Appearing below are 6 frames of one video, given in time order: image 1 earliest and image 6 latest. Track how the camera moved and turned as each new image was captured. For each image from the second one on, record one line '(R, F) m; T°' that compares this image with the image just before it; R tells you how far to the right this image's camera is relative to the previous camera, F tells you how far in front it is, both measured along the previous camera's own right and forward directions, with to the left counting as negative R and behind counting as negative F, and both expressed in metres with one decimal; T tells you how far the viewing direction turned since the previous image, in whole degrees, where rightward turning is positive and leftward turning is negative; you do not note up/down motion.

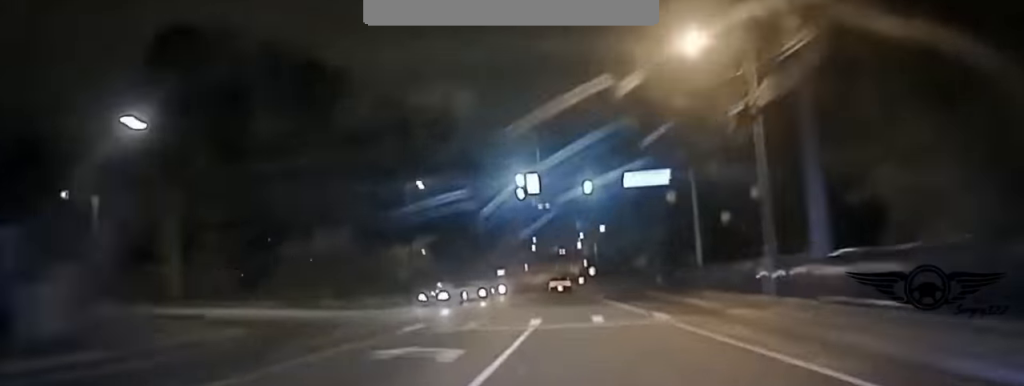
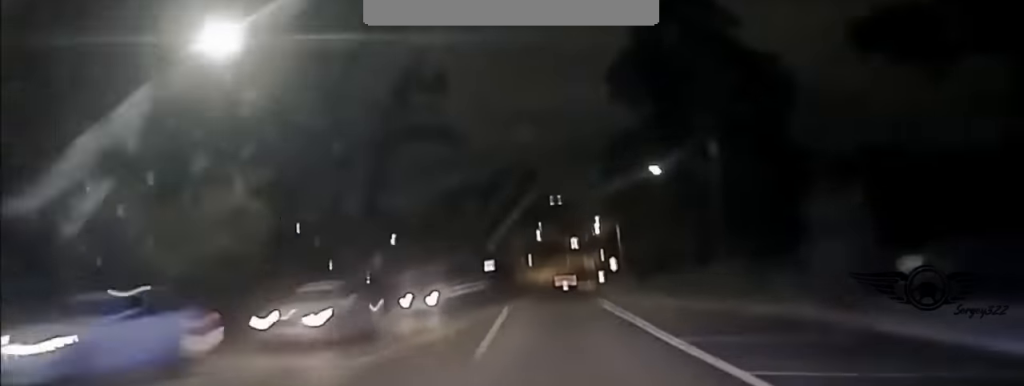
(-0.4, +53.1) m; -1°
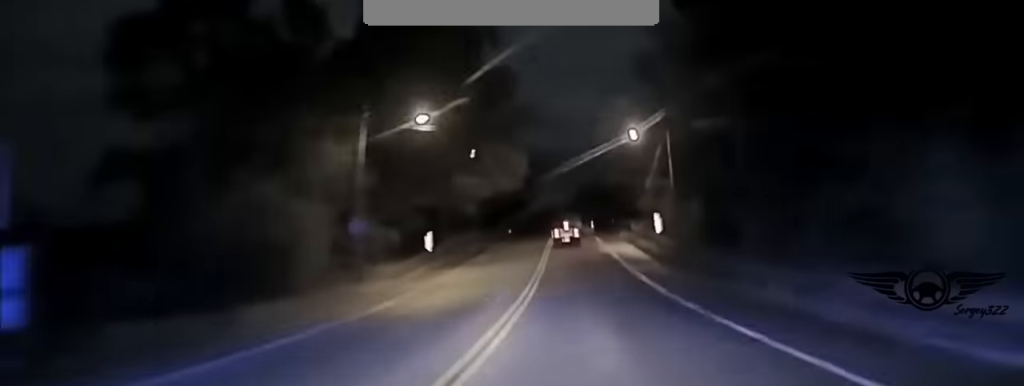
(+1.6, +142.8) m; +2°
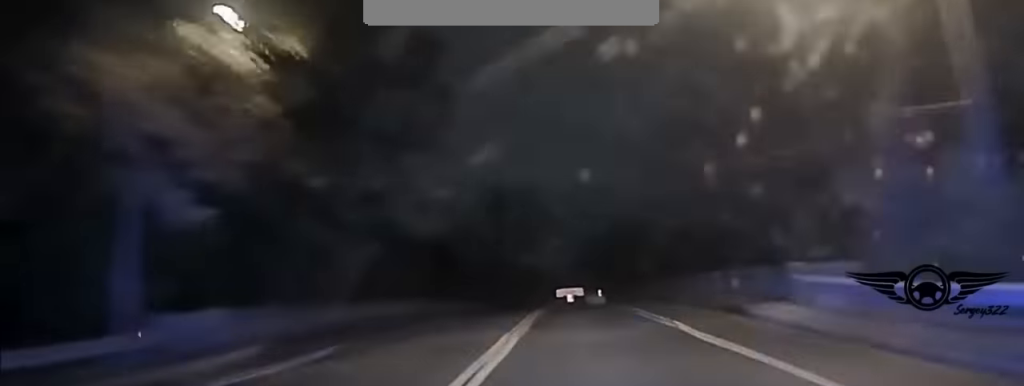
(-0.1, +49.2) m; 0°
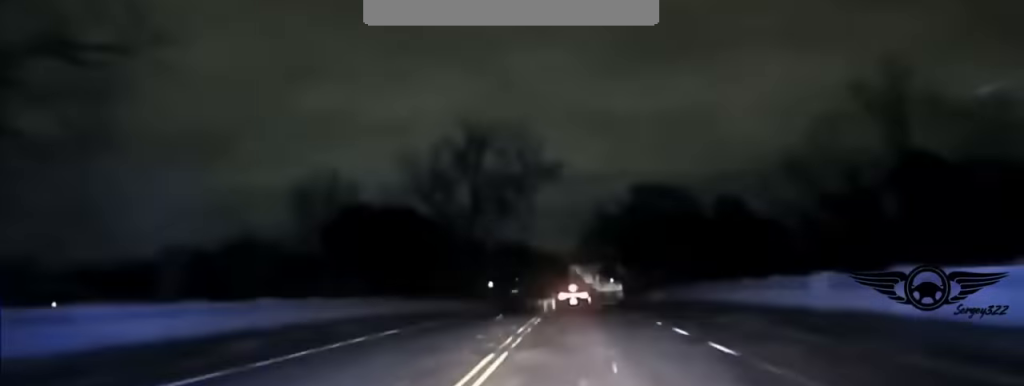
(-0.1, +37.7) m; 0°
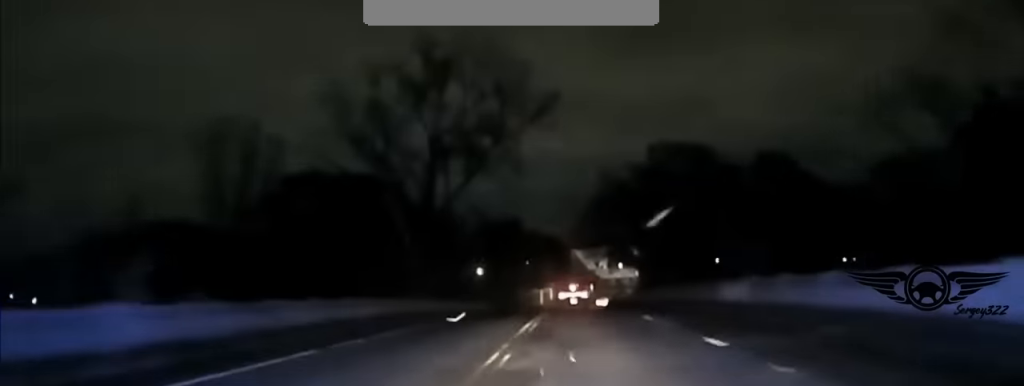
(0.0, +26.7) m; 0°
